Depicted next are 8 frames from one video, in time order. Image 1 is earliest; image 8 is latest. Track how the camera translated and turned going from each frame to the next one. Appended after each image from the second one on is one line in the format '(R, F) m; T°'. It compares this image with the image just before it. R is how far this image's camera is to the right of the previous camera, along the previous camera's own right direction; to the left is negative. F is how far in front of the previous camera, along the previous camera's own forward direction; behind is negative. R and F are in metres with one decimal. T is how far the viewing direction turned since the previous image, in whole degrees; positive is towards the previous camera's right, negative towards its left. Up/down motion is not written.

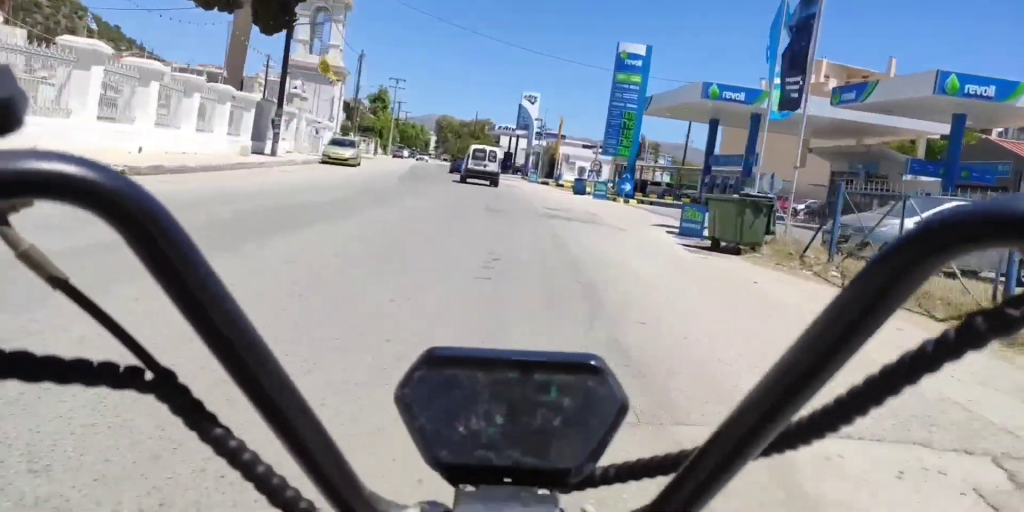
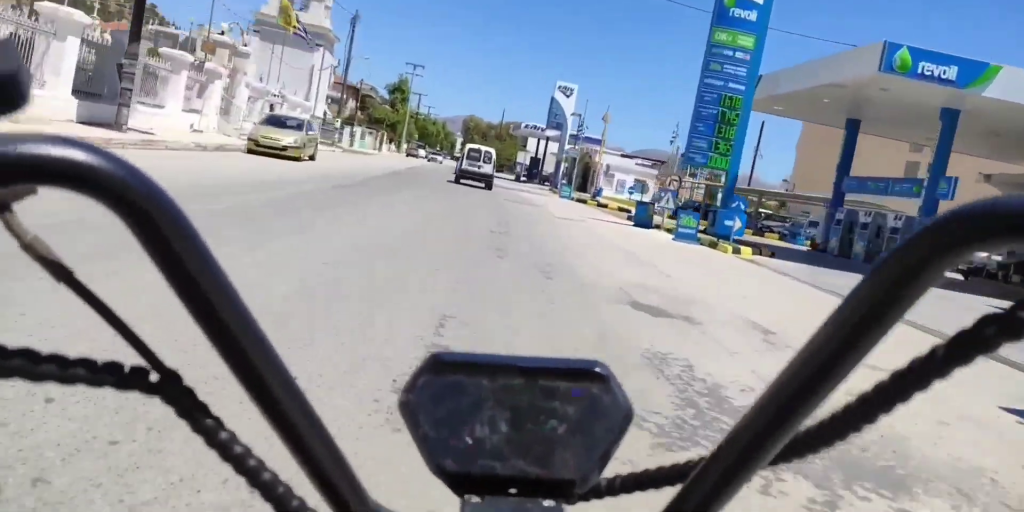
(-0.2, +13.4) m; -1°
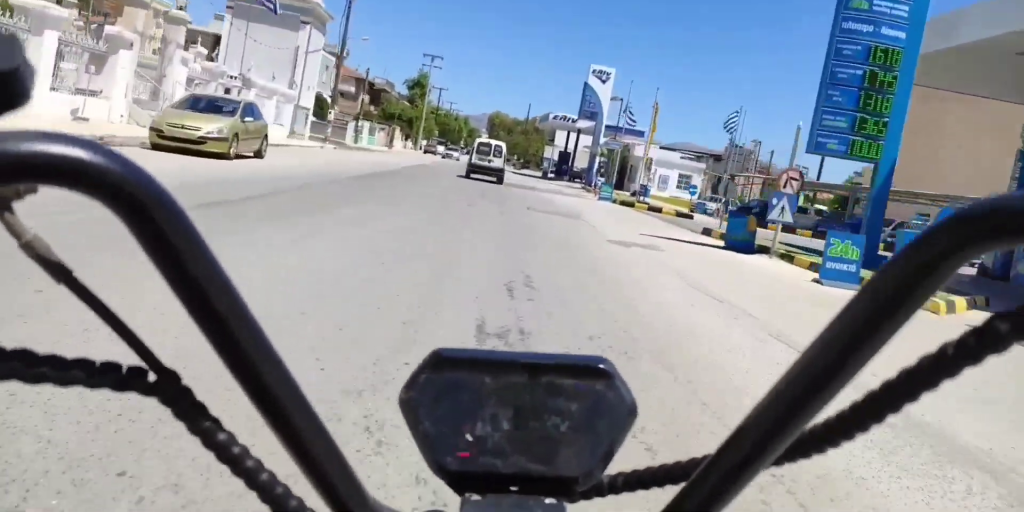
(0.0, +7.7) m; -1°
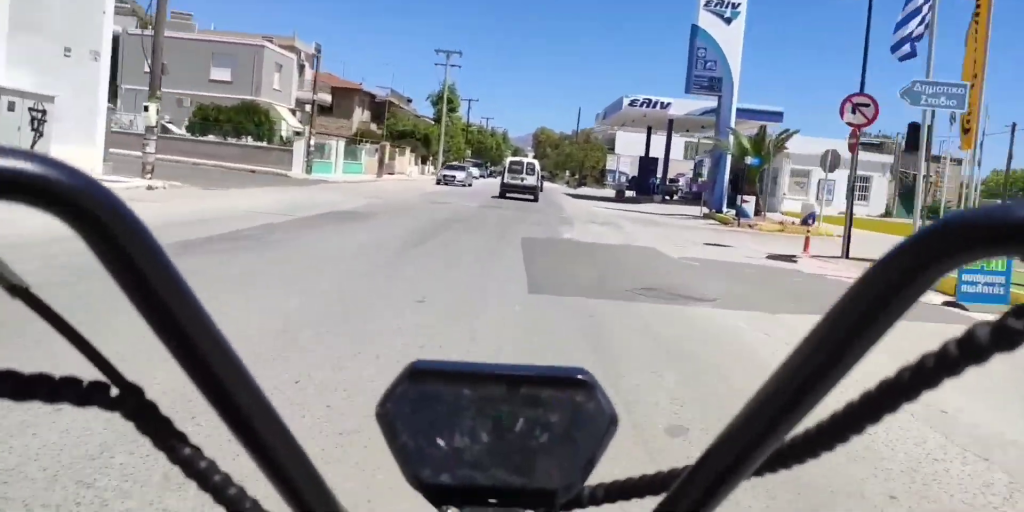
(-0.8, +23.8) m; -4°
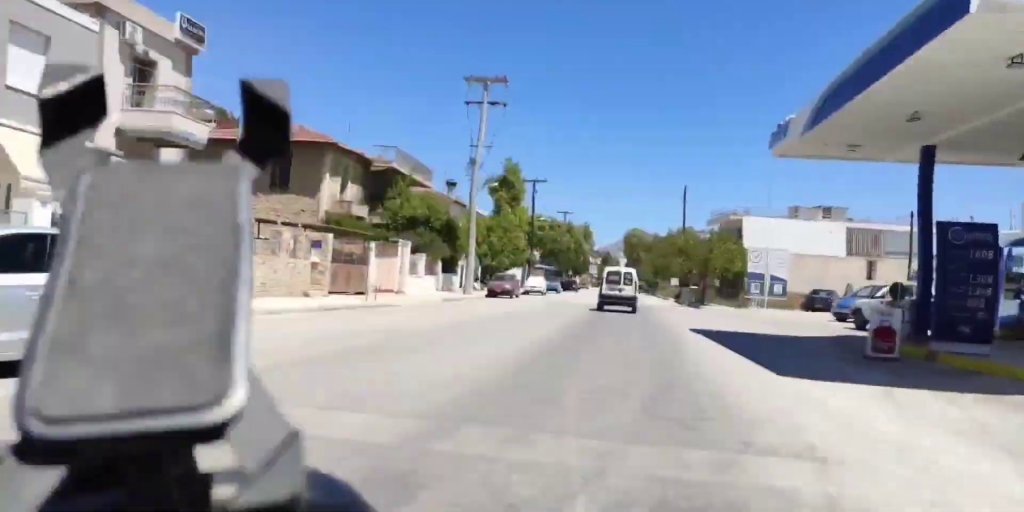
(-0.7, +28.6) m; 0°
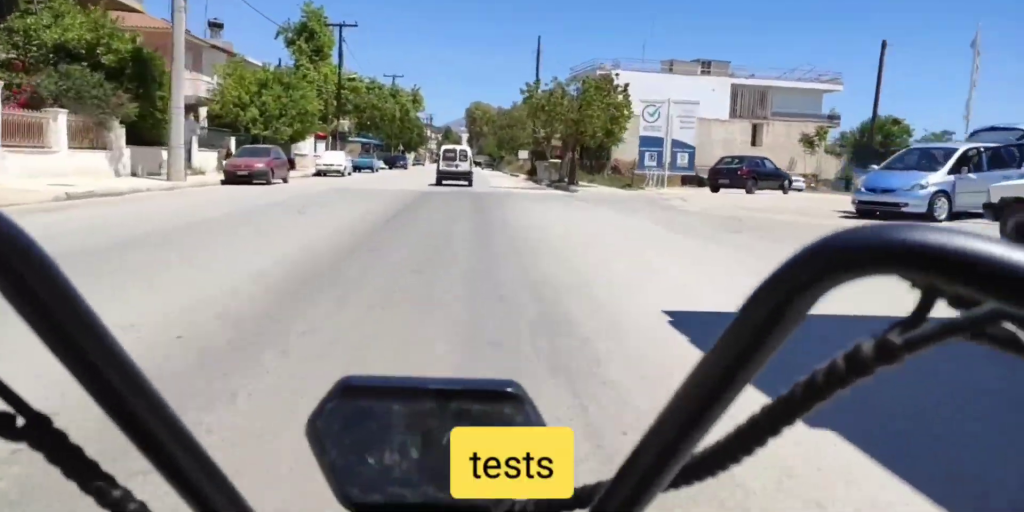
(+0.5, +17.6) m; +2°
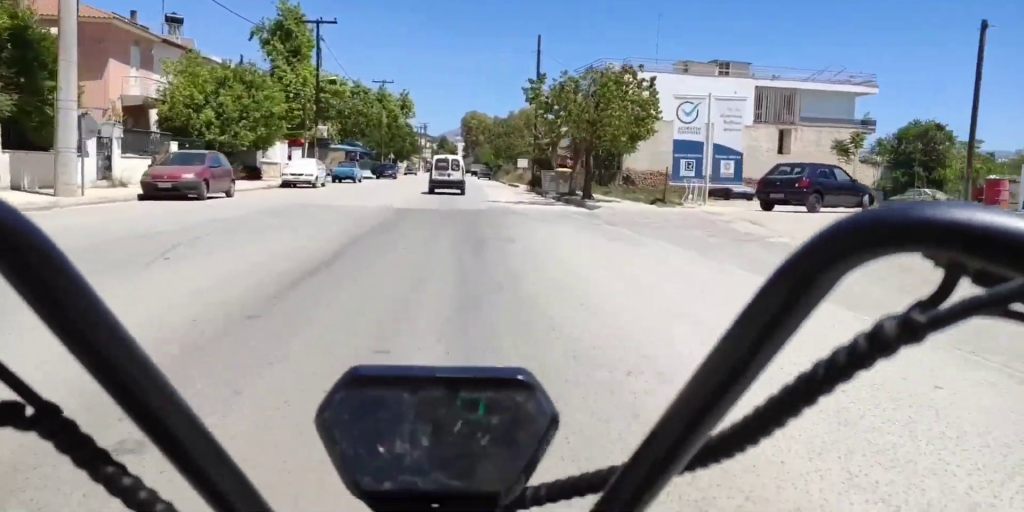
(-0.1, +6.0) m; 0°
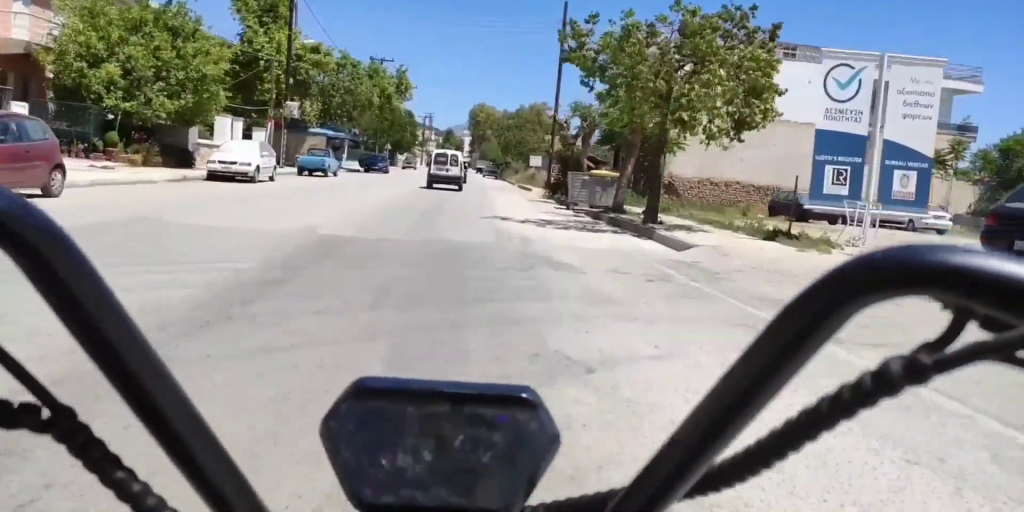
(-0.1, +9.7) m; 0°
